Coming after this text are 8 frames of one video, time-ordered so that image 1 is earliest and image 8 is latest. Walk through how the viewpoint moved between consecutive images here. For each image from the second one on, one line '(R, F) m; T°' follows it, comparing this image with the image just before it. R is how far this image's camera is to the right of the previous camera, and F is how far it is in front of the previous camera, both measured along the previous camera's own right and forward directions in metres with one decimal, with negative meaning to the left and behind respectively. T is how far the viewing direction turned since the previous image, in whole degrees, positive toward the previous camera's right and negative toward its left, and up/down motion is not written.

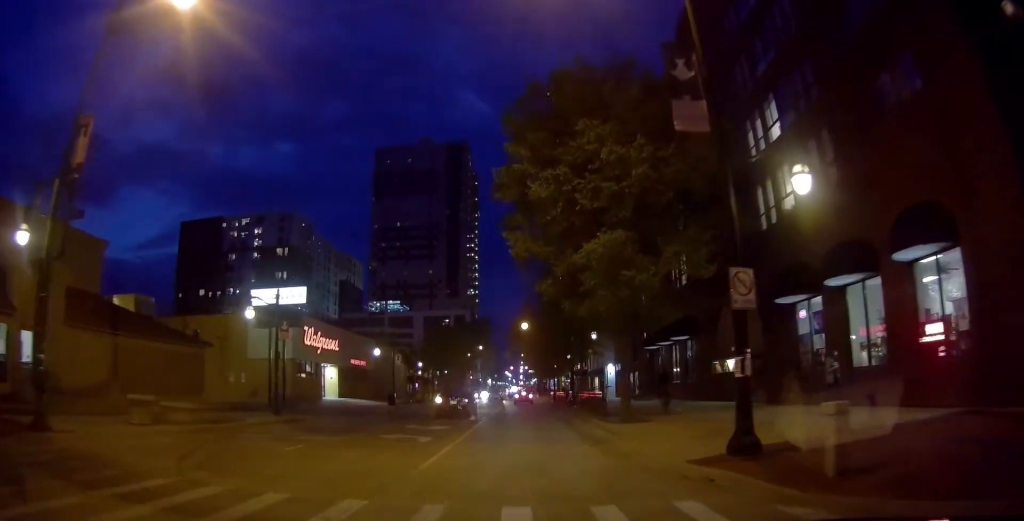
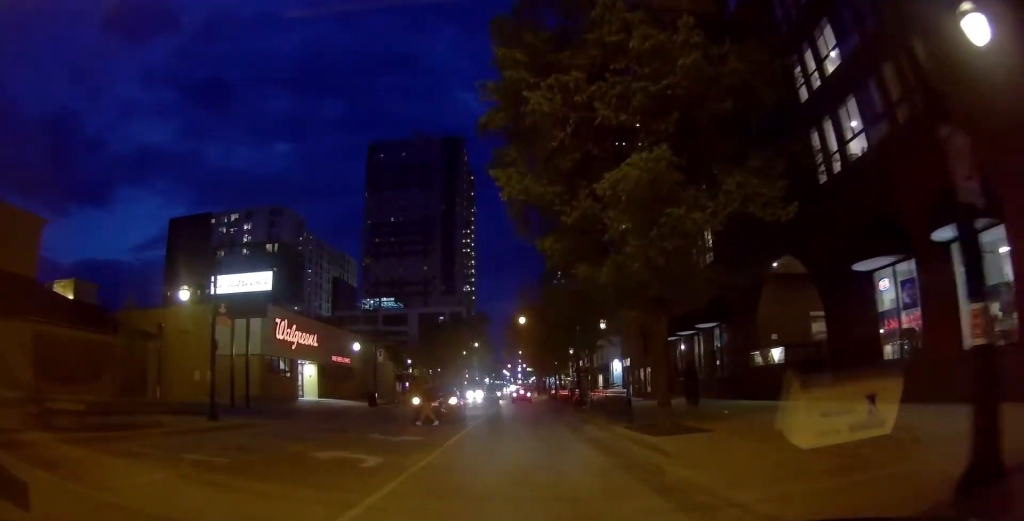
(0.0, +6.2) m; 0°
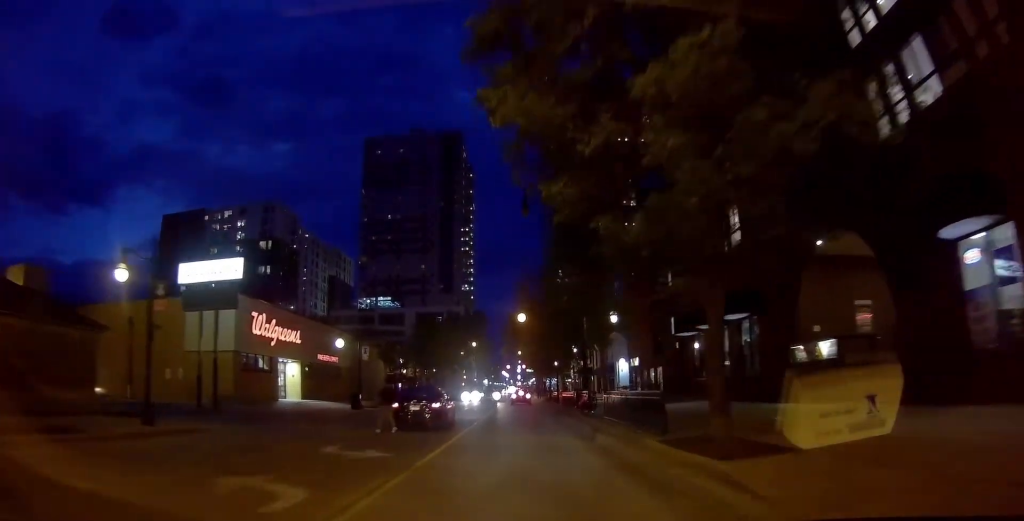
(0.0, +4.2) m; 0°
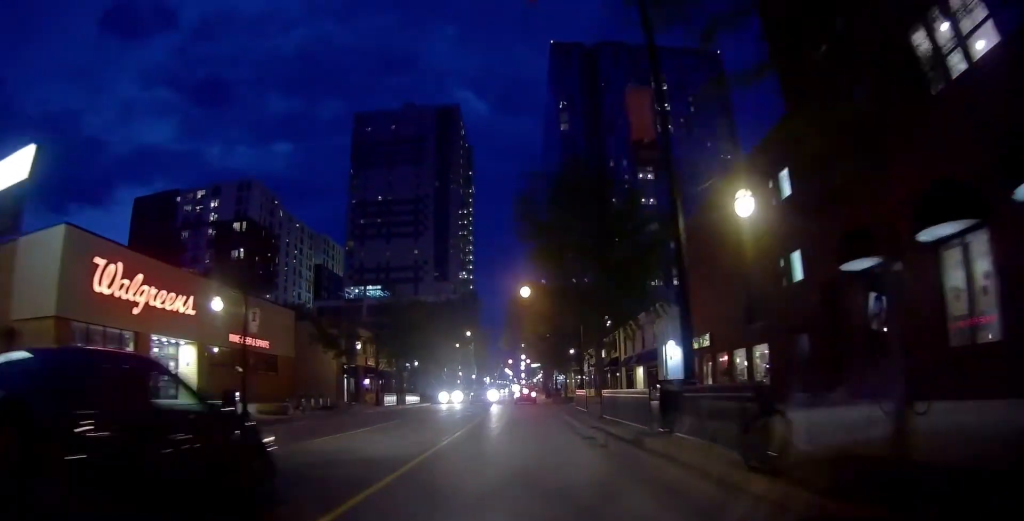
(0.0, +19.6) m; 0°
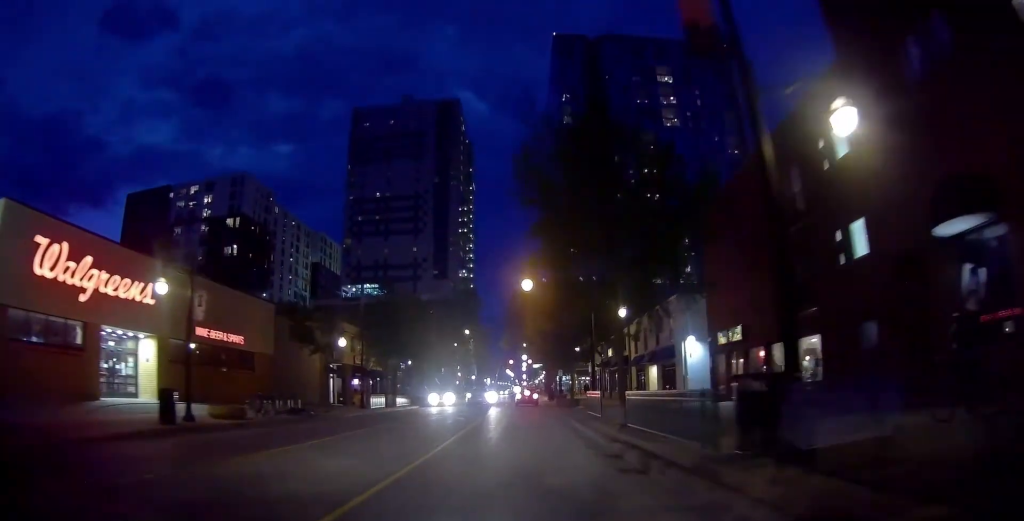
(0.0, +4.4) m; 0°
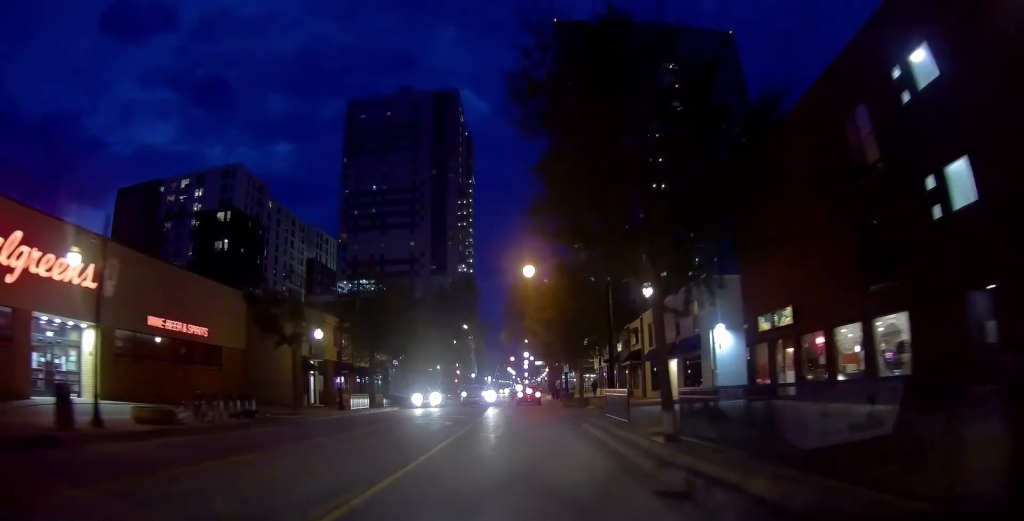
(0.0, +4.2) m; 0°
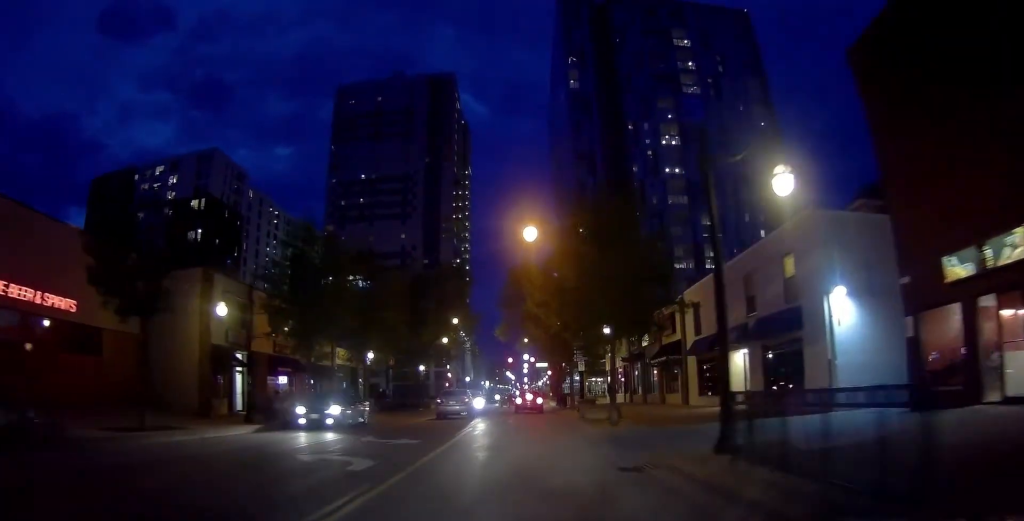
(-0.1, +10.6) m; -1°
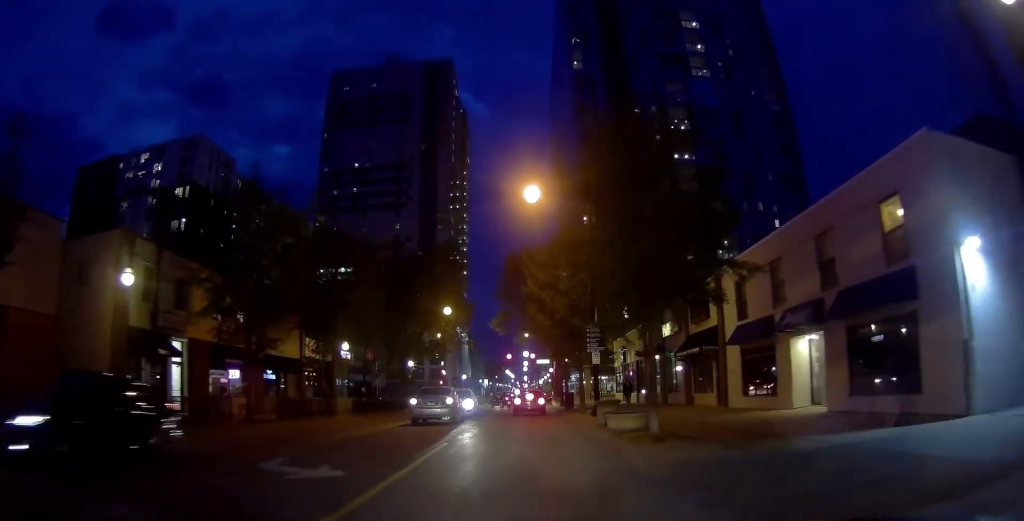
(-0.1, +7.2) m; -1°
